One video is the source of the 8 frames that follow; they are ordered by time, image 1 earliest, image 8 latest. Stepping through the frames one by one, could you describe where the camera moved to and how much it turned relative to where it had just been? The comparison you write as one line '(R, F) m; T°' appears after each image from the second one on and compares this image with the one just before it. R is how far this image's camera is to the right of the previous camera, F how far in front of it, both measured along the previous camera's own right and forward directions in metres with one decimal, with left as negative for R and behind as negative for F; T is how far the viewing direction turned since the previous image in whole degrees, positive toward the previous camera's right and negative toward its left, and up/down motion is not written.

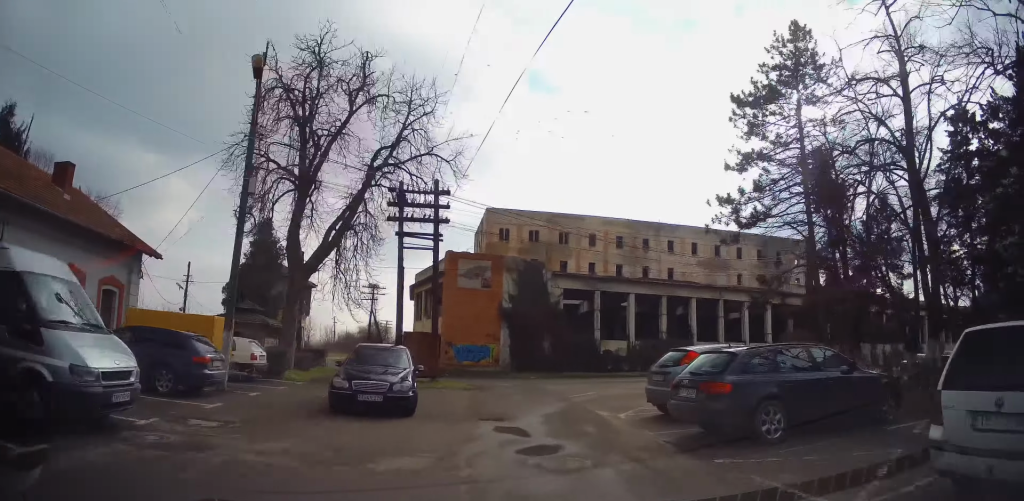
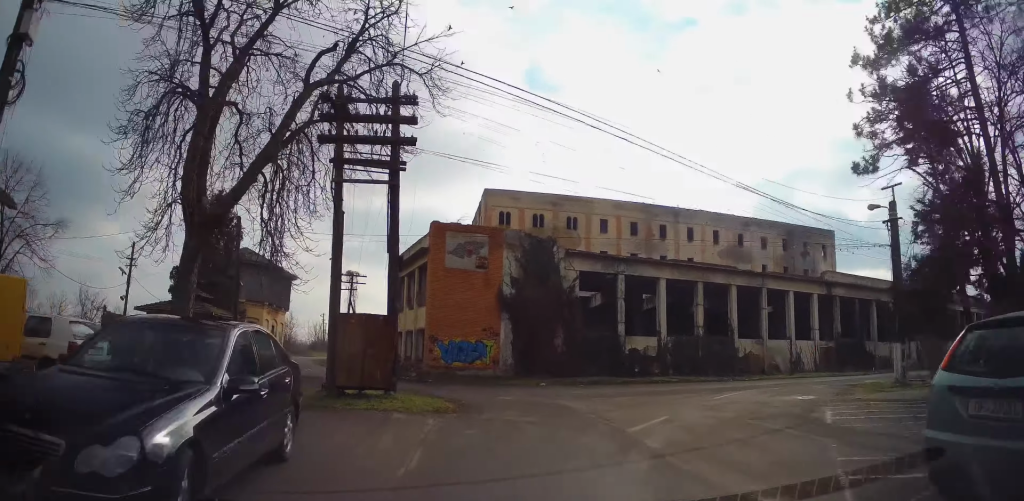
(+0.6, +8.3) m; +4°
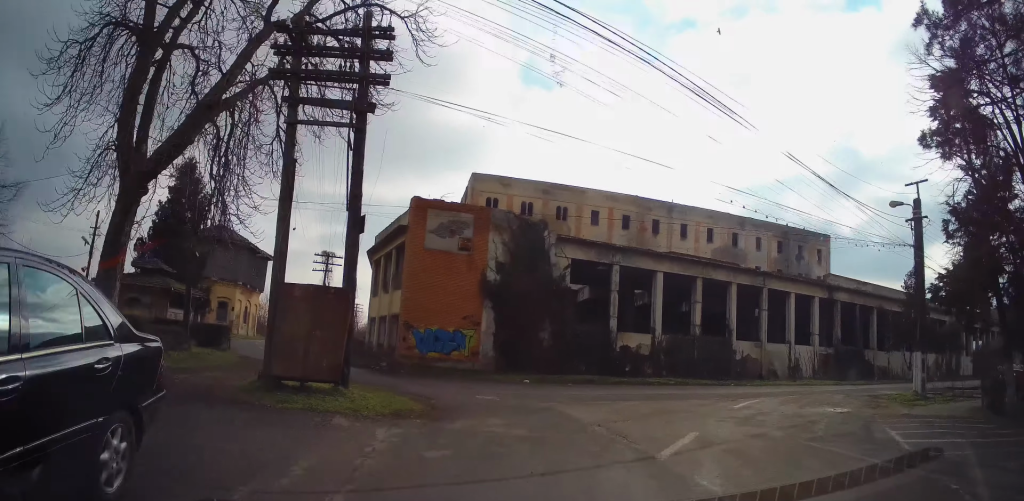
(+0.2, +2.8) m; +3°
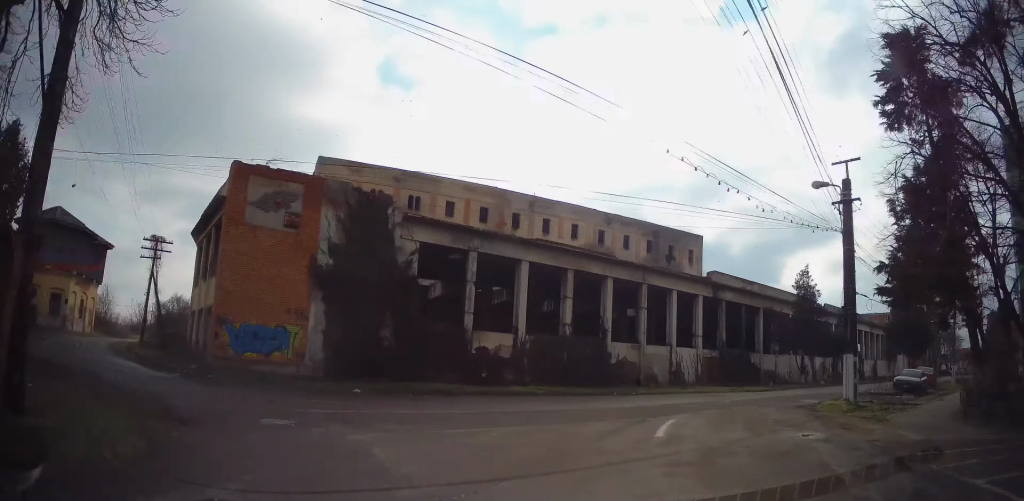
(+0.2, +5.0) m; +10°
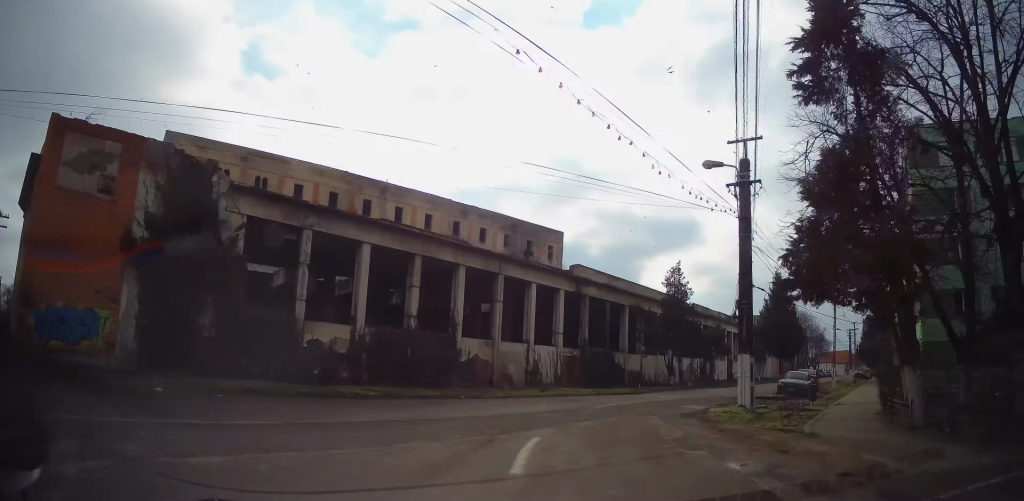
(+0.4, +2.9) m; +10°
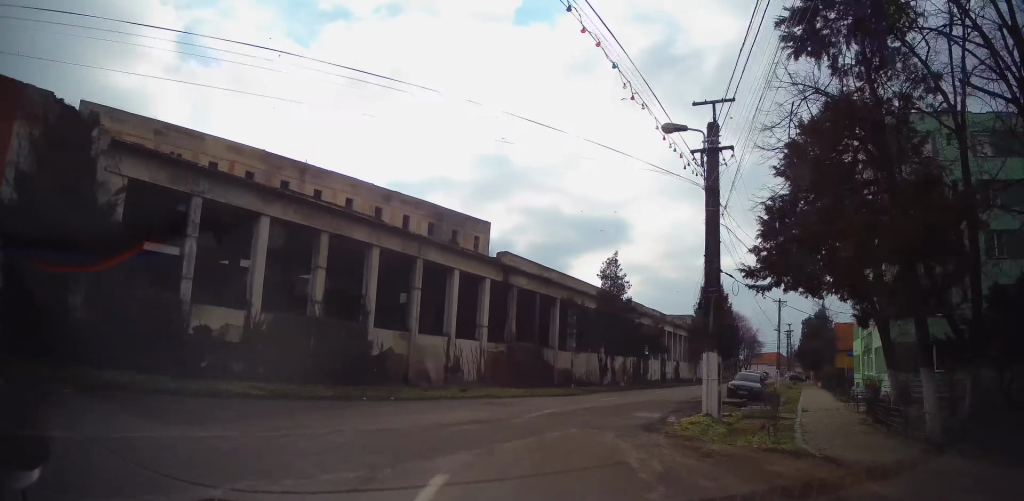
(+0.3, +2.9) m; +9°
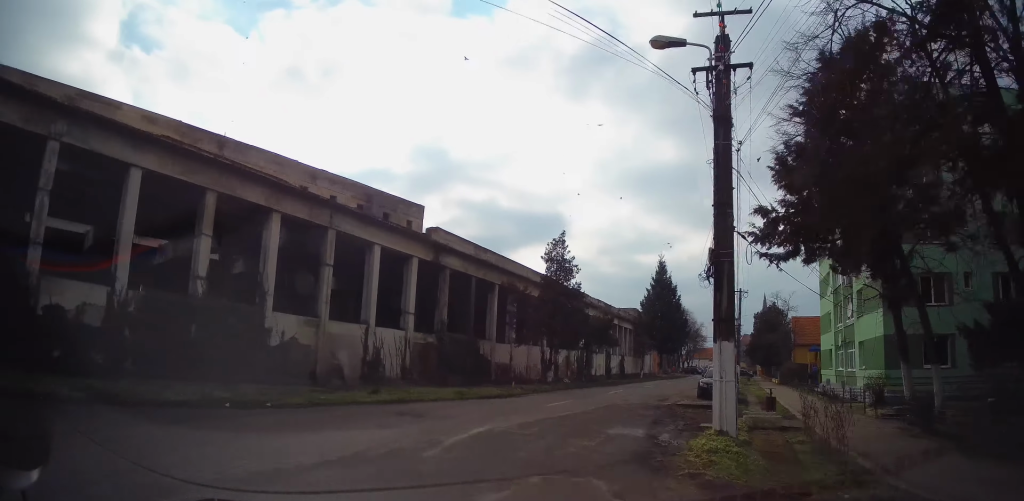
(+0.3, +3.8) m; +10°
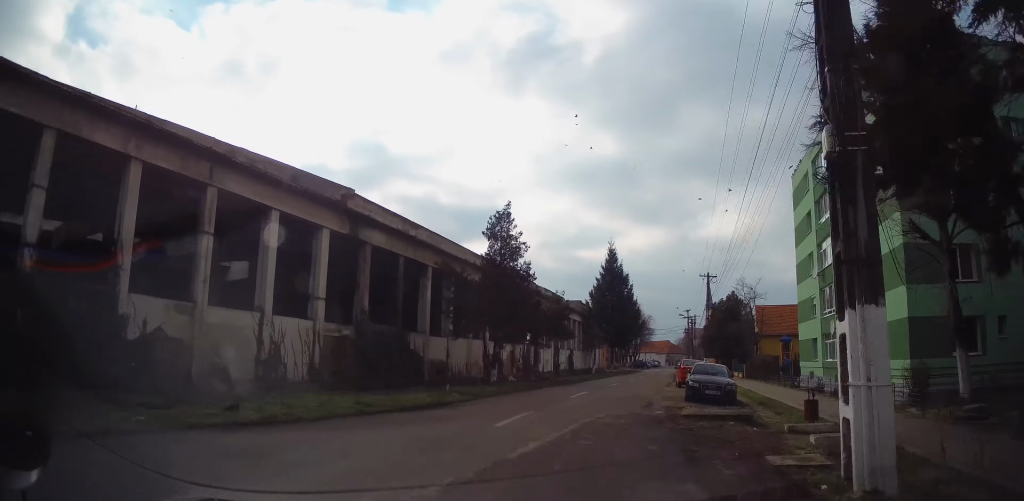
(+0.5, +4.4) m; +11°
